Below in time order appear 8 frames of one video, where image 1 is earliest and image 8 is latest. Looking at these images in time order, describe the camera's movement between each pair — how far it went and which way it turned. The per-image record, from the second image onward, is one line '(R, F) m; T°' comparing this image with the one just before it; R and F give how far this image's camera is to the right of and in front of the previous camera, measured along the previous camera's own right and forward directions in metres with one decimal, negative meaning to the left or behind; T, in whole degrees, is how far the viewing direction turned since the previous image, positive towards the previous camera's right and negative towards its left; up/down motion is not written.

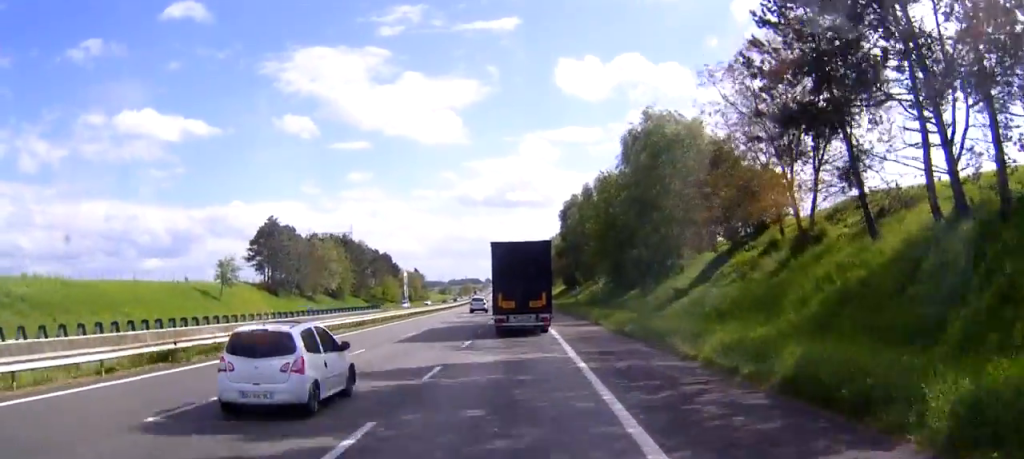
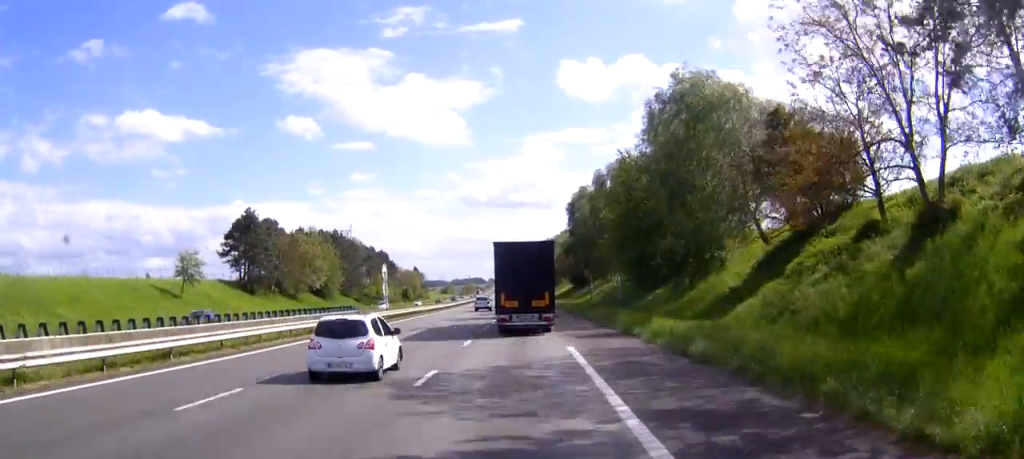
(0.0, +12.1) m; 0°
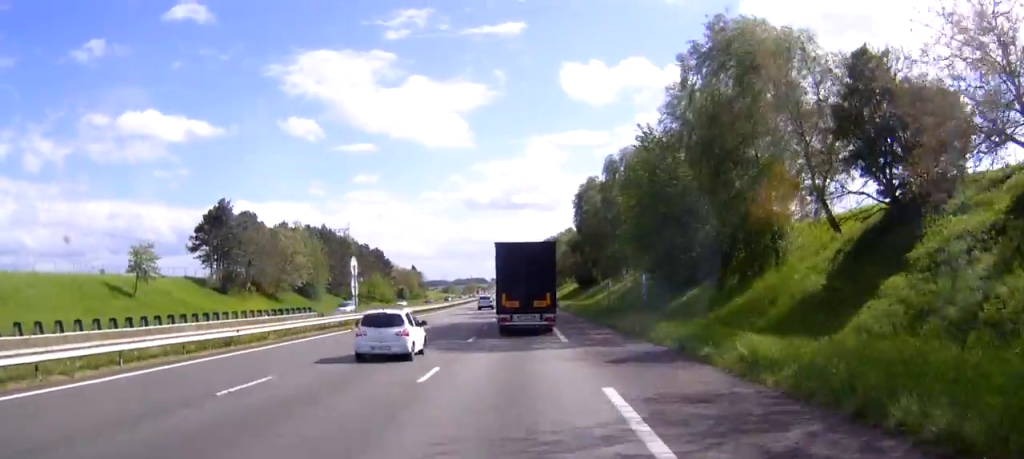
(-0.1, +11.2) m; 0°
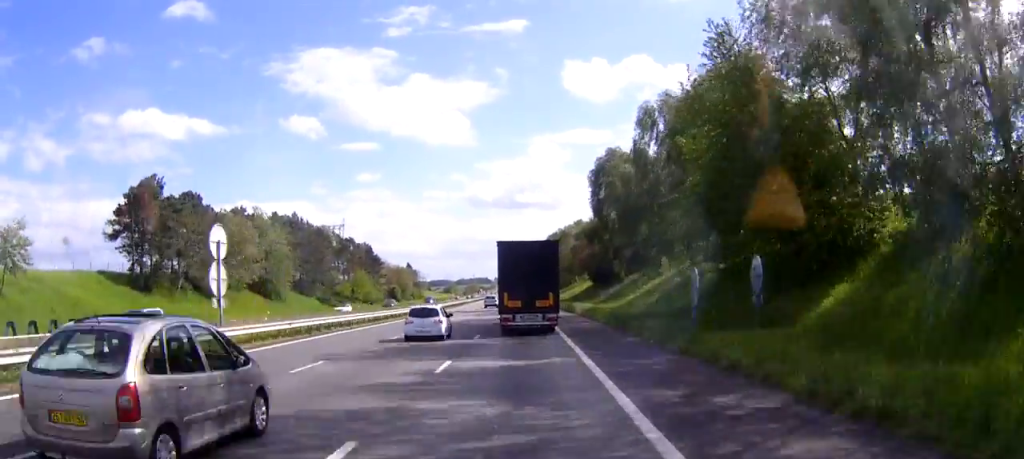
(-0.1, +22.2) m; 0°
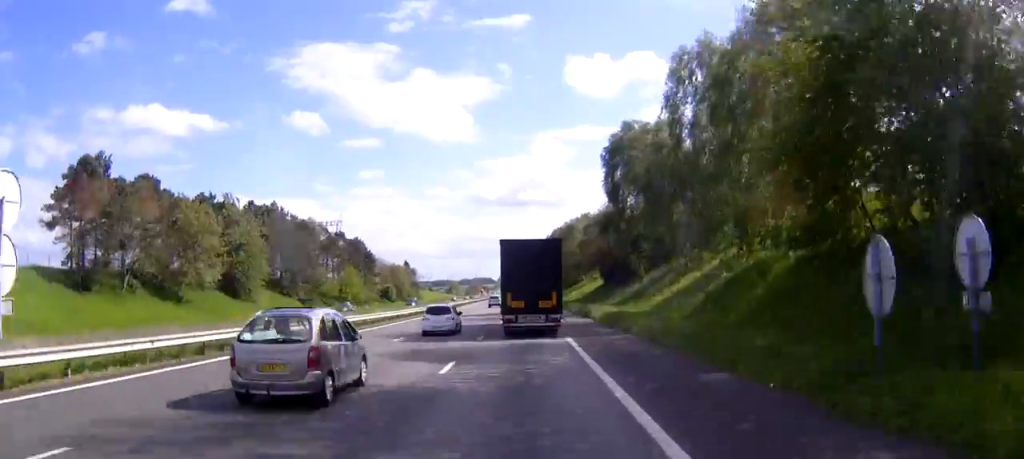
(0.0, +12.6) m; 0°
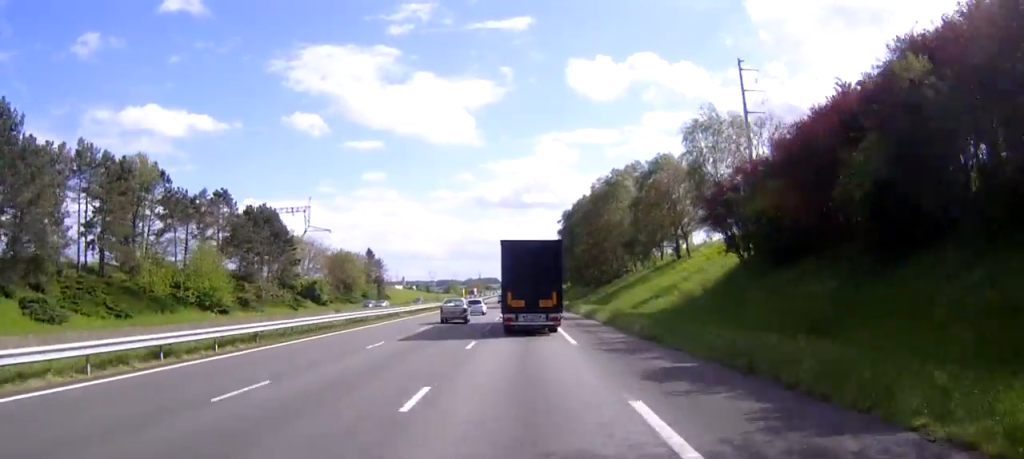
(-0.7, +70.8) m; -1°
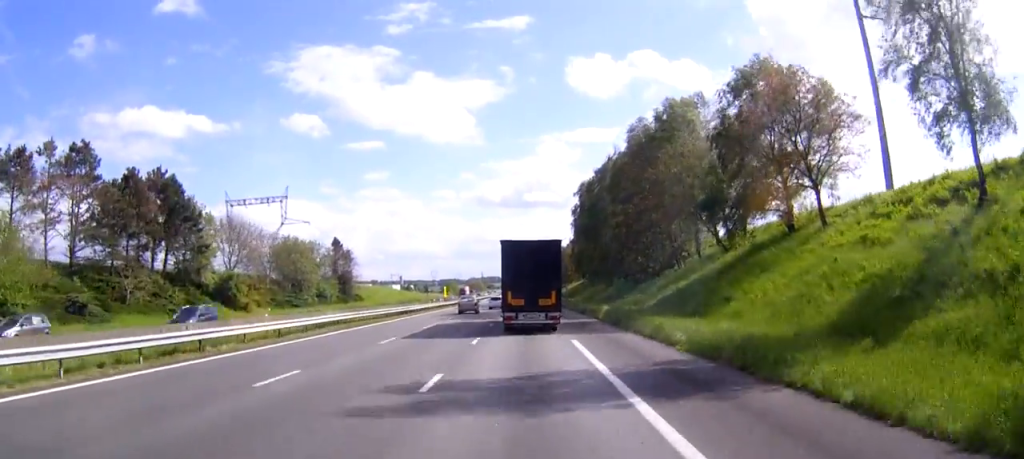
(-0.1, +37.2) m; 0°
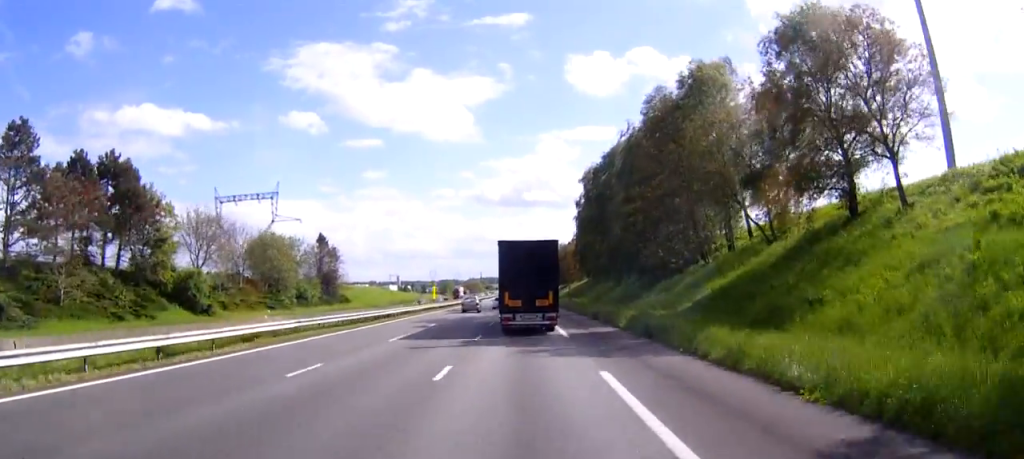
(0.0, +10.8) m; 0°
